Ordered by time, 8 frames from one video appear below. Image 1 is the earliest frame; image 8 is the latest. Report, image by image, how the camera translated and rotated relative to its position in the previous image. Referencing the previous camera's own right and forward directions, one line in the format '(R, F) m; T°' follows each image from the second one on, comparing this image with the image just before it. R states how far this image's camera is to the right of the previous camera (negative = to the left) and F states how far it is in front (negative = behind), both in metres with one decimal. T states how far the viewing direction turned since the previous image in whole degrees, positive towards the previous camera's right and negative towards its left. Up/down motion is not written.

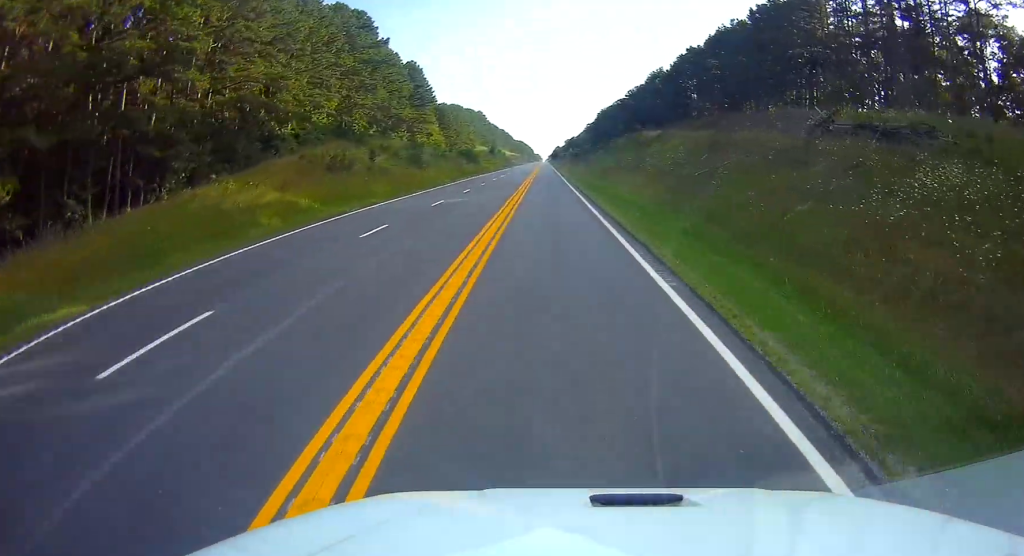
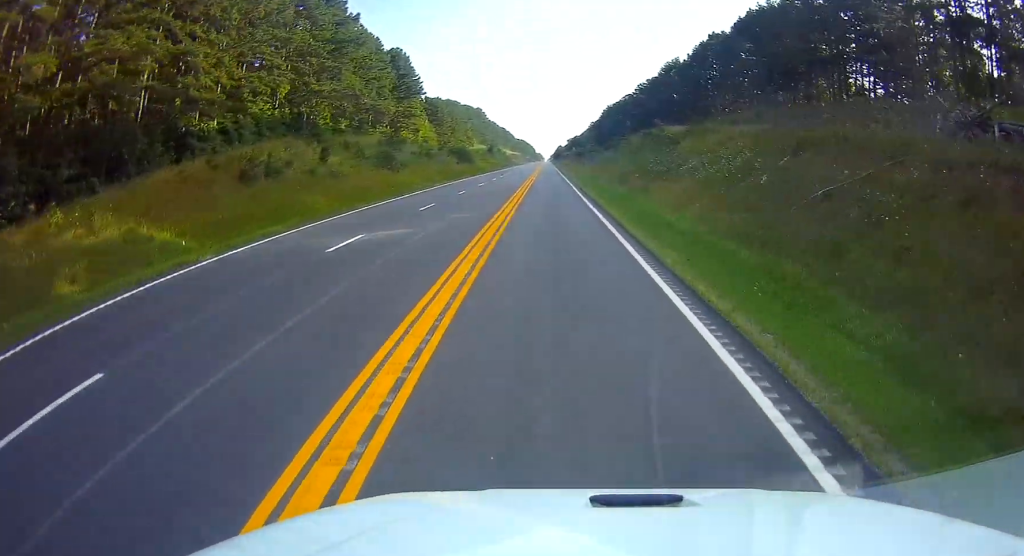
(-0.1, +15.2) m; 0°
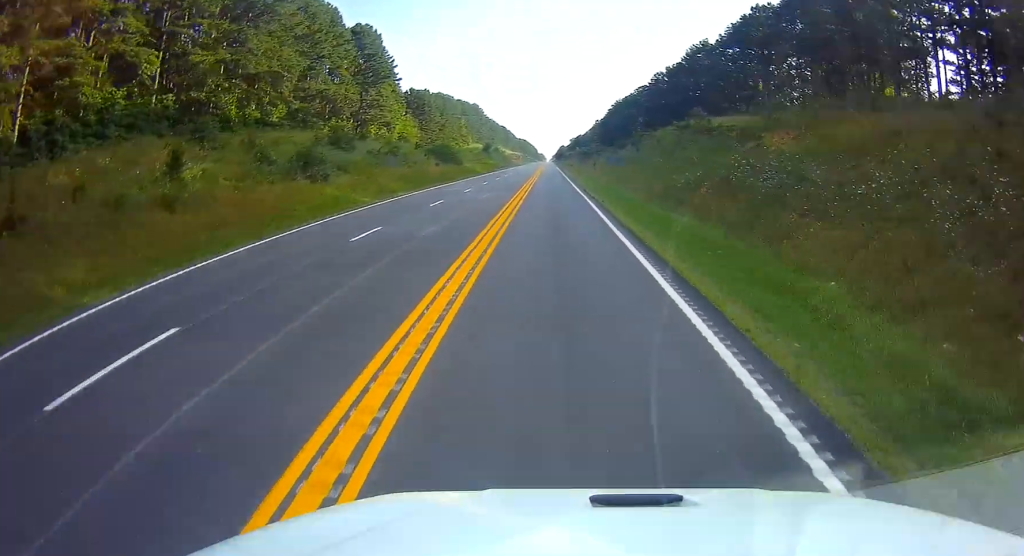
(0.0, +22.2) m; -1°
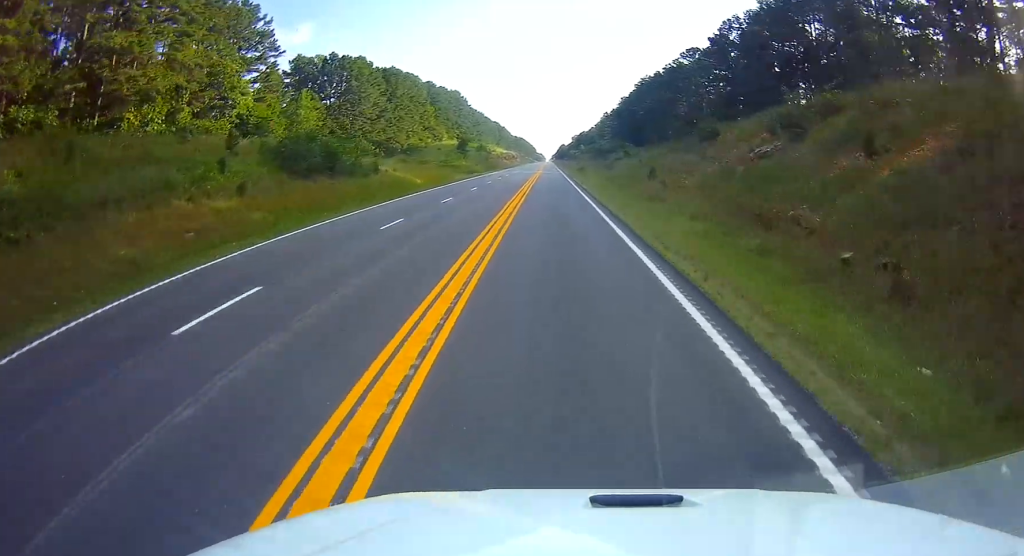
(-0.7, +57.6) m; 0°
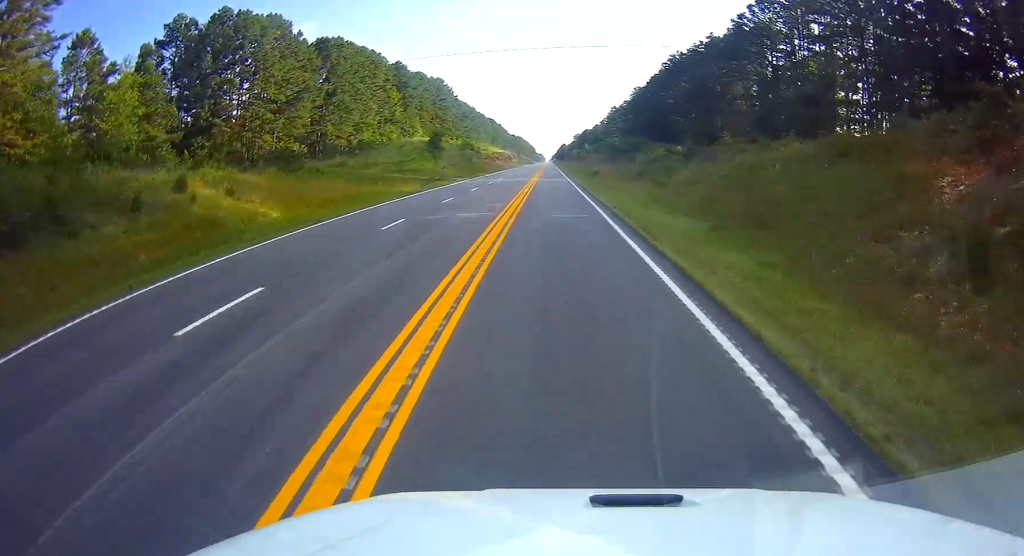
(+0.5, +36.4) m; +1°
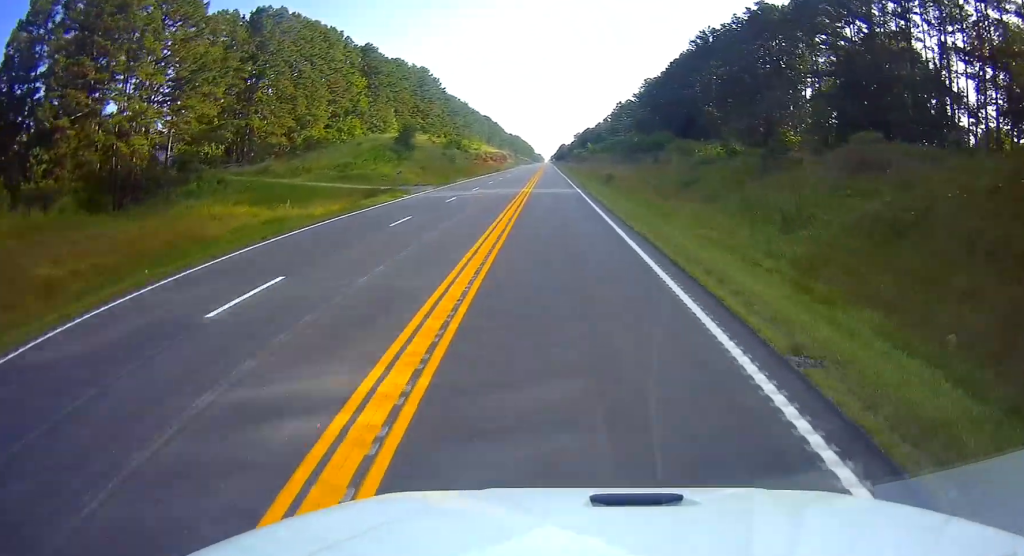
(0.0, +23.3) m; 0°
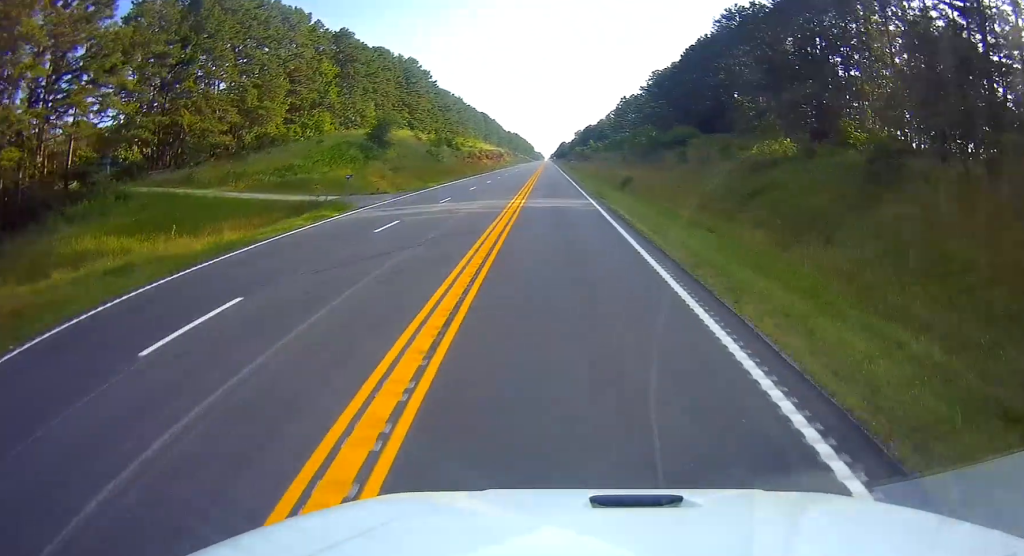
(0.0, +14.2) m; 0°
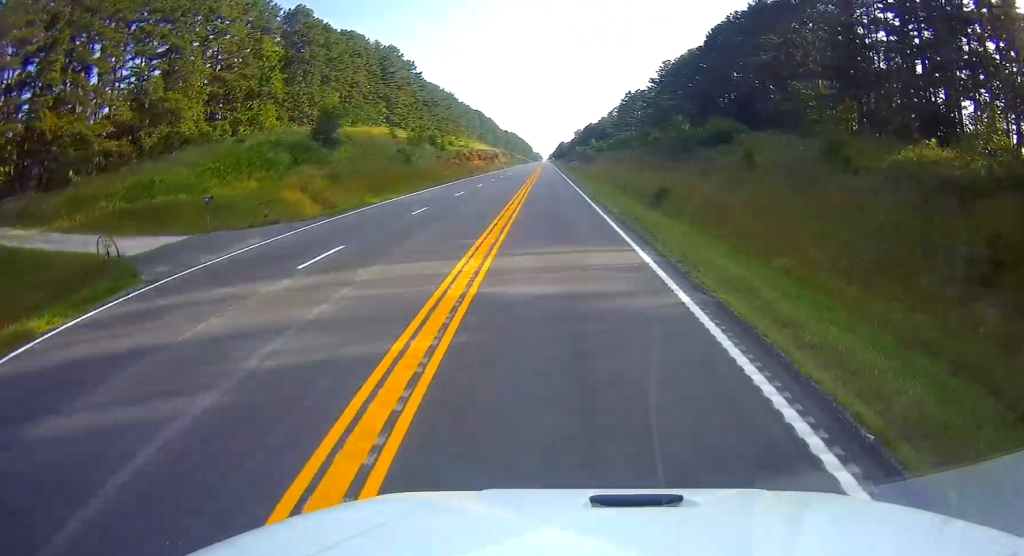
(0.0, +18.3) m; 0°
